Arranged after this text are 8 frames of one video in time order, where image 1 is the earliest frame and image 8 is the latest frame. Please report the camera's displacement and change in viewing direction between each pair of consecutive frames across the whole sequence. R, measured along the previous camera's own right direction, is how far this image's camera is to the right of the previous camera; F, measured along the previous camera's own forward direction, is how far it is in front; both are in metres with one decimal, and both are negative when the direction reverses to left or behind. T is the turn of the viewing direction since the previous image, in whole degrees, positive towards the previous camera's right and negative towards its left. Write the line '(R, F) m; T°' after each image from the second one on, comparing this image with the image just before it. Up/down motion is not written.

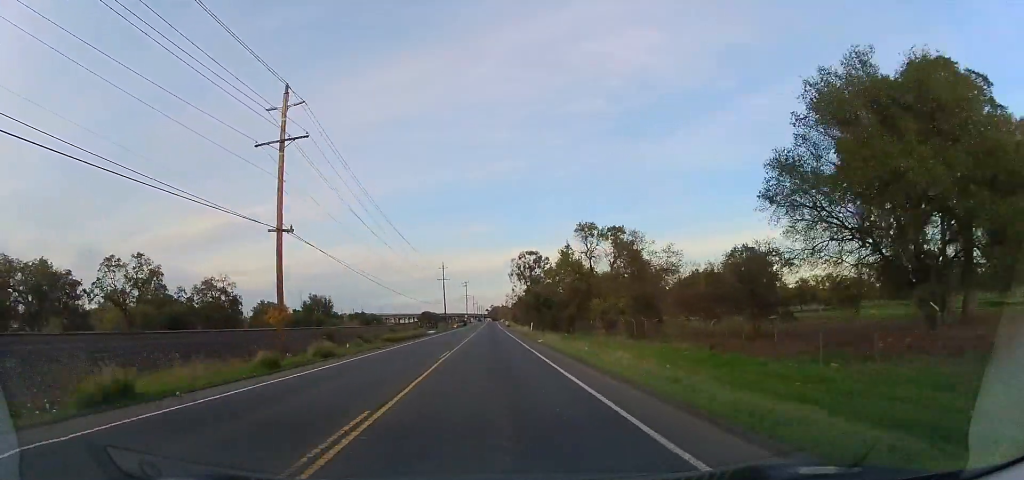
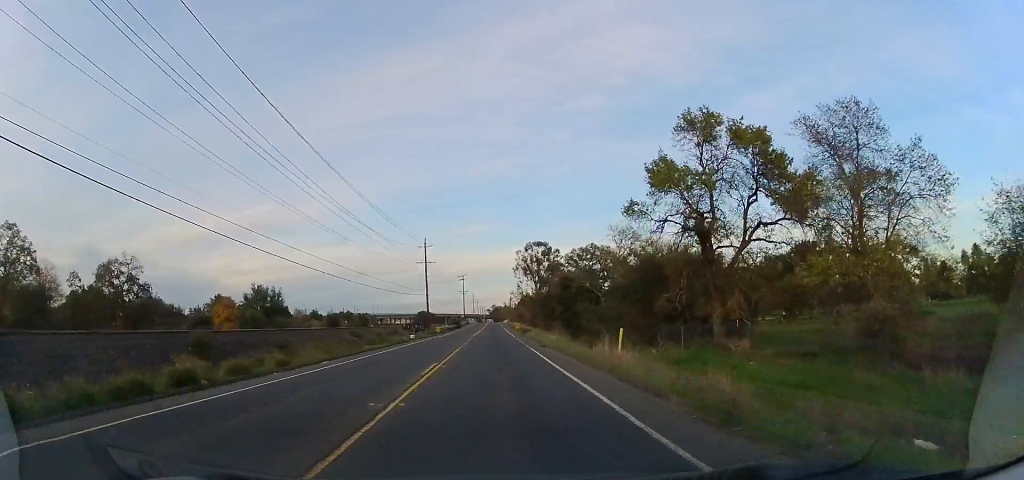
(+0.1, +35.1) m; 0°
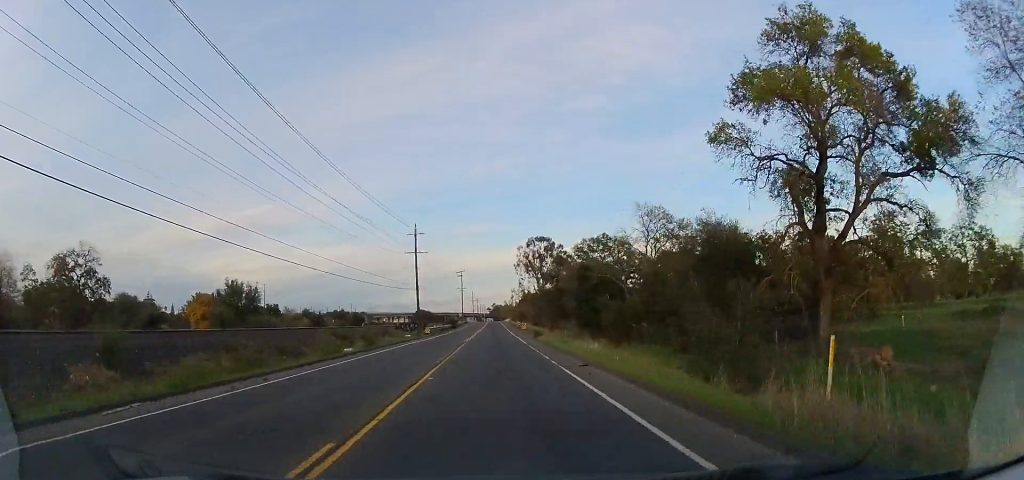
(+0.2, +11.4) m; 0°
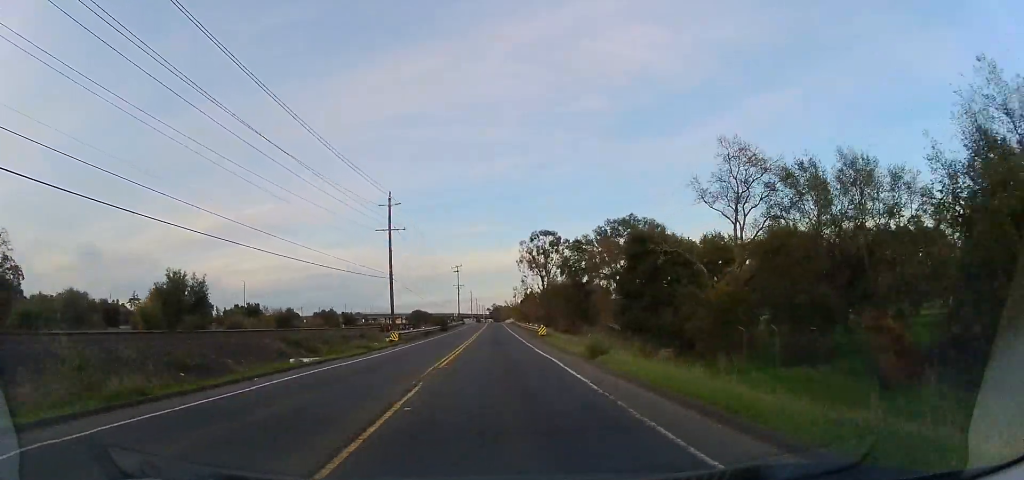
(-0.3, +19.0) m; -2°
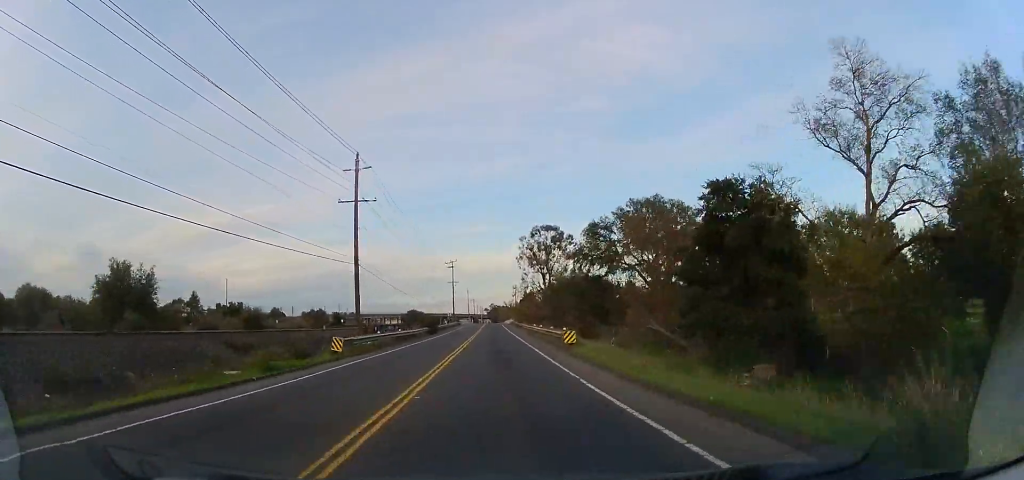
(-0.2, +12.9) m; 0°
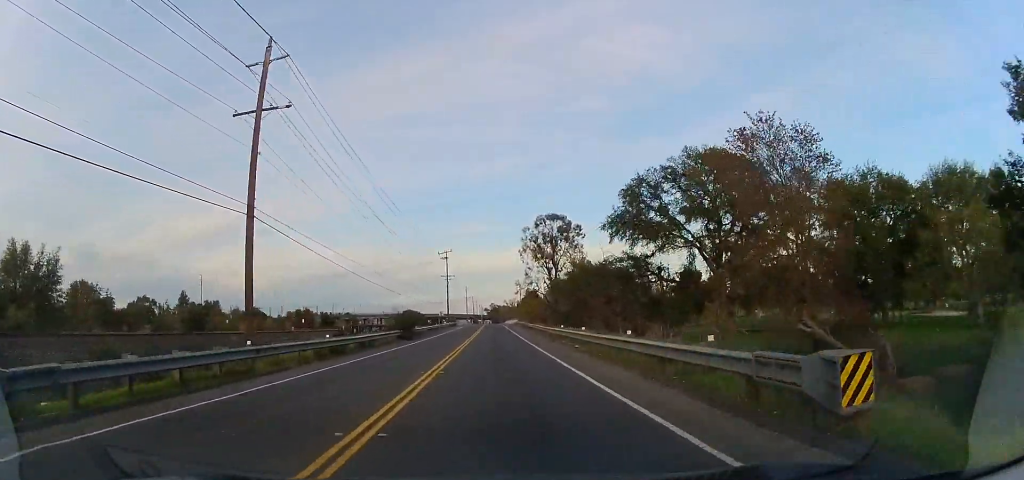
(+0.2, +18.0) m; +1°
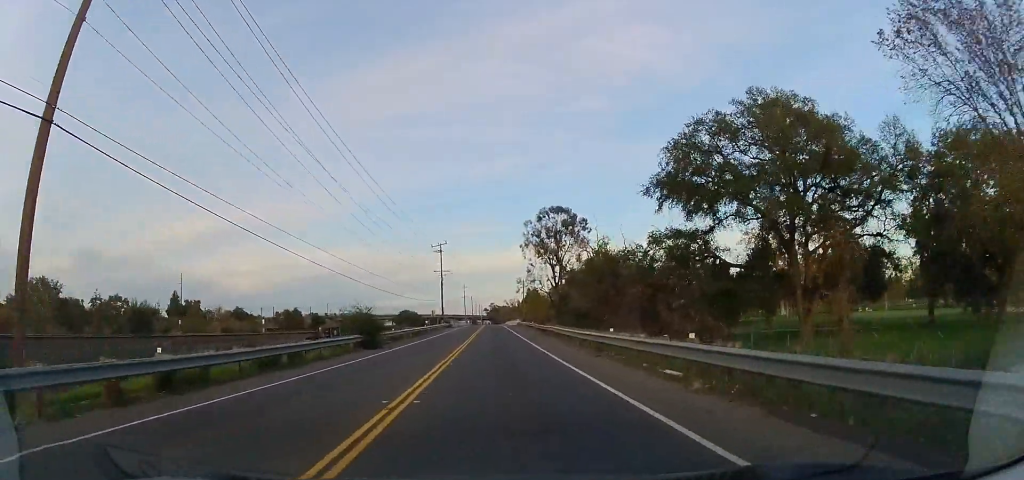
(+0.2, +12.2) m; 0°
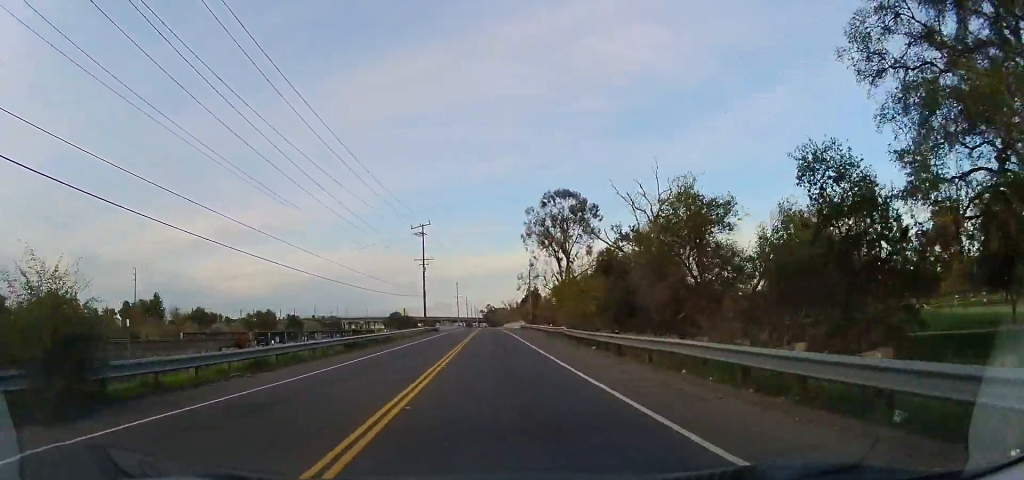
(-0.3, +22.3) m; 0°
